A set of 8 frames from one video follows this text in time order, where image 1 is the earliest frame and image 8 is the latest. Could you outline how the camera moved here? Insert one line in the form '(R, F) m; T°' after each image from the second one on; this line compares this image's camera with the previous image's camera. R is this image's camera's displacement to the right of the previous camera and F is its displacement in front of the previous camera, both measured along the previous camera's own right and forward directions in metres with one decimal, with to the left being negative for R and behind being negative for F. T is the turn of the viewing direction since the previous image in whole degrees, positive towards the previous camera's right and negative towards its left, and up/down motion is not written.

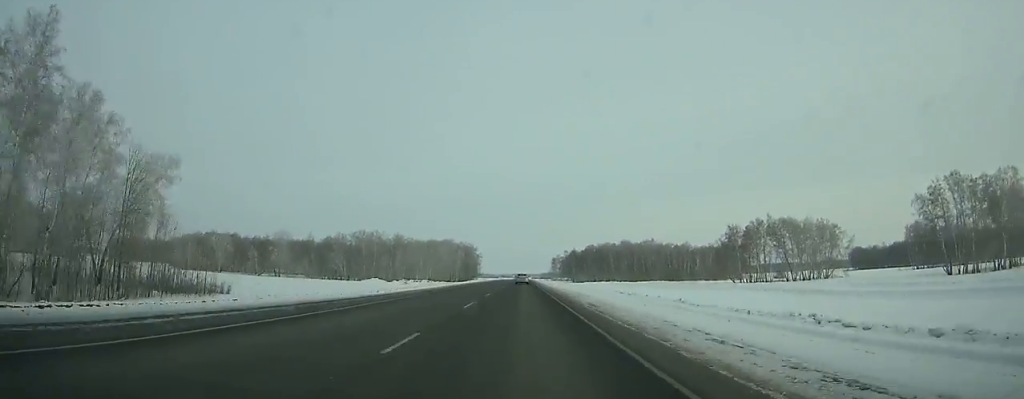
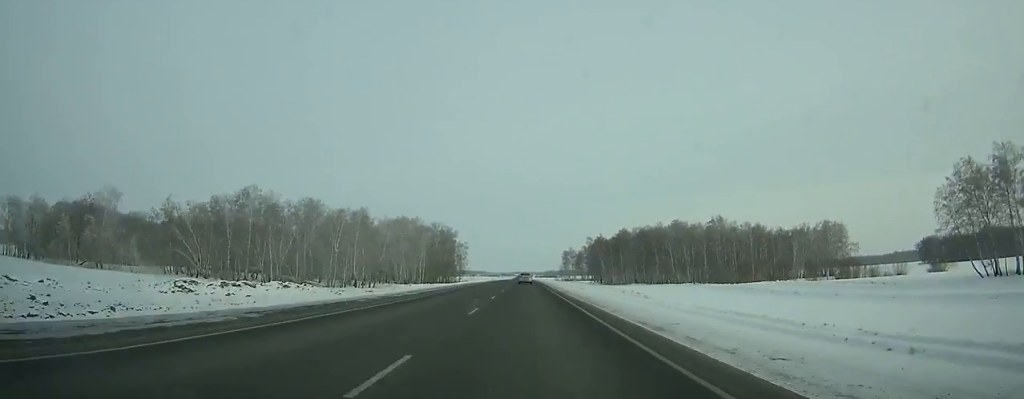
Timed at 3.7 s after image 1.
(-0.4, +111.1) m; 0°
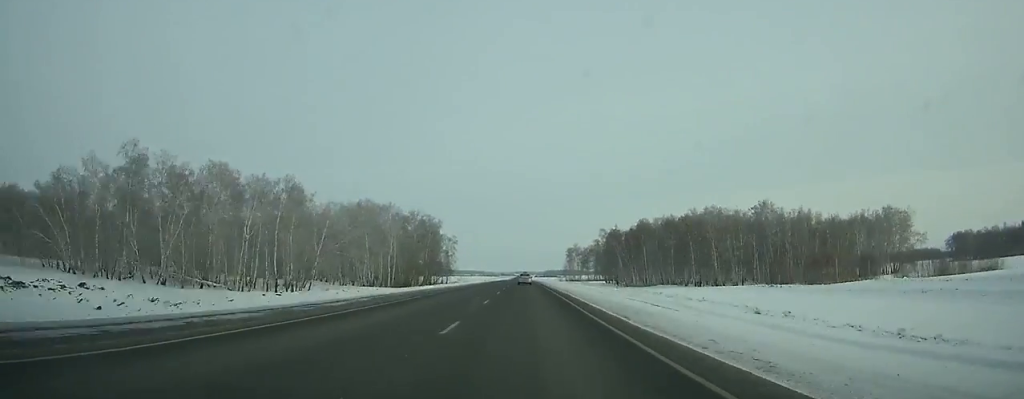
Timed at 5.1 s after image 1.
(+0.2, +41.6) m; 0°
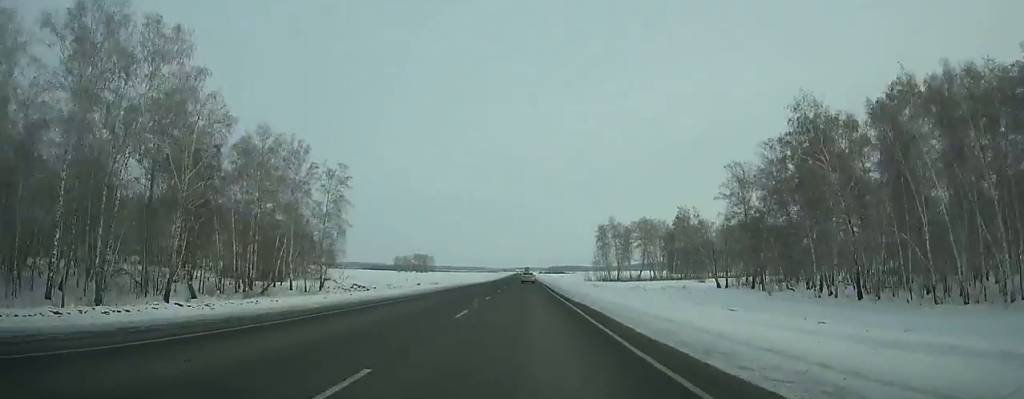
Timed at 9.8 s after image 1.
(+0.3, +138.3) m; 0°
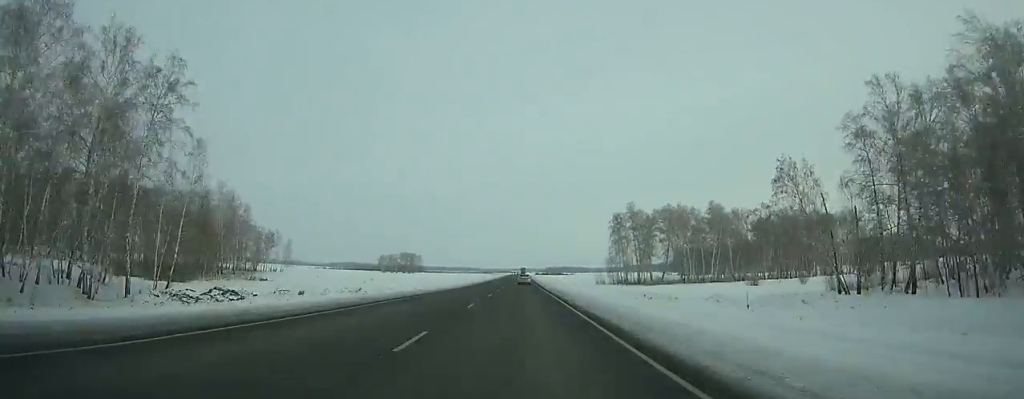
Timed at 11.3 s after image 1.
(+0.2, +43.4) m; 0°
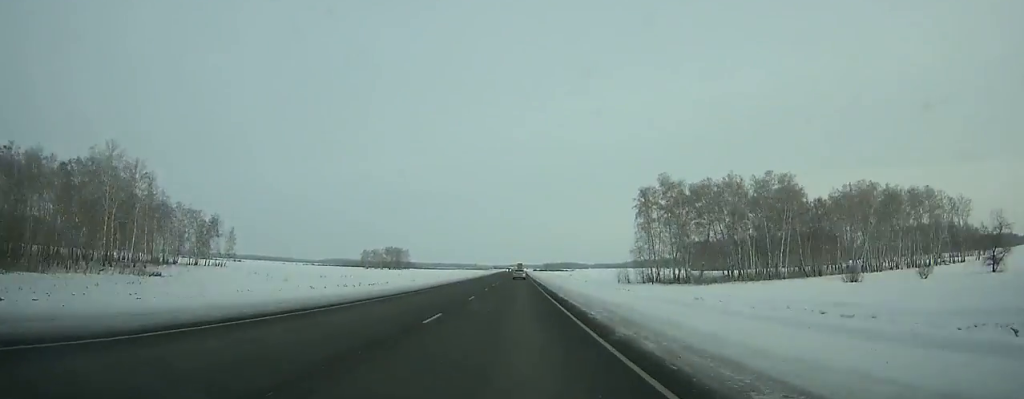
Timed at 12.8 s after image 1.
(+0.2, +43.5) m; 0°
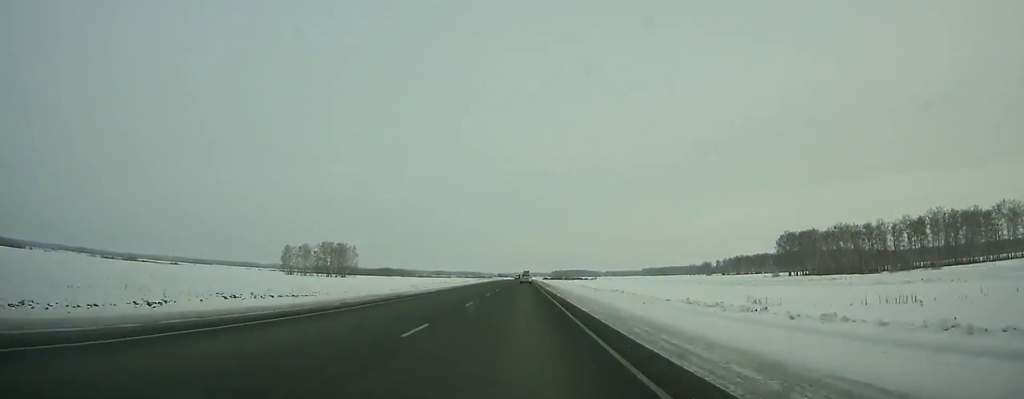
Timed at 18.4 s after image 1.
(-0.9, +161.7) m; -1°
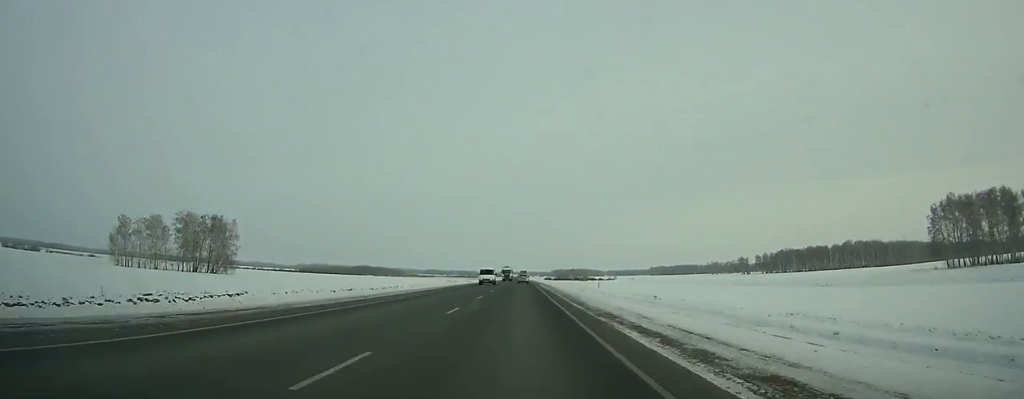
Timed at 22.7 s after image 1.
(-0.1, +126.0) m; 0°
